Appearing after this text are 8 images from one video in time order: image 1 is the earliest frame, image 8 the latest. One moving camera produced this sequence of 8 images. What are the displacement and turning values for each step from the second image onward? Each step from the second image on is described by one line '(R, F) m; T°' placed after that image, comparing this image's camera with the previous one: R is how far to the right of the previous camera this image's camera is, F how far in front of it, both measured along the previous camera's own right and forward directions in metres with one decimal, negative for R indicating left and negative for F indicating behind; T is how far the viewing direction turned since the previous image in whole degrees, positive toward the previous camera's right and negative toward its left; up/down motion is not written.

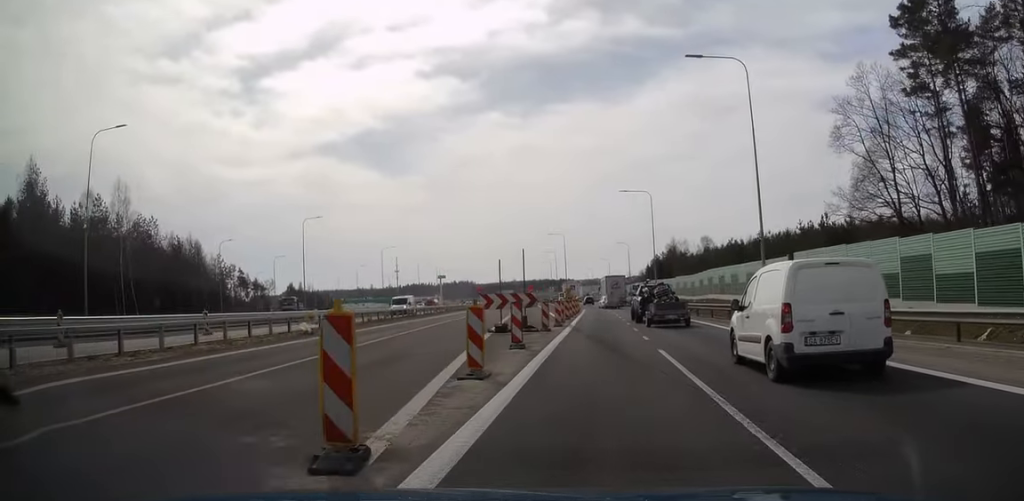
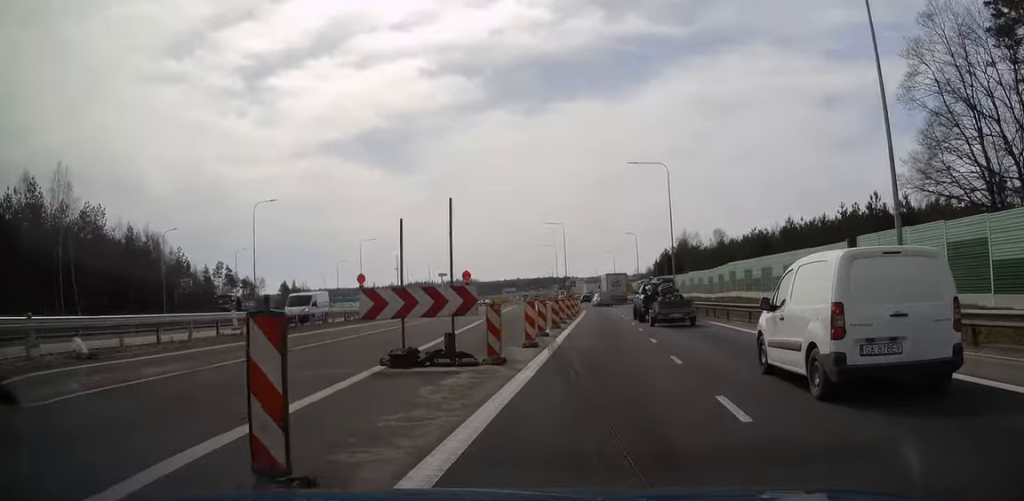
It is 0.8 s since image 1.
(-0.1, +13.9) m; 0°
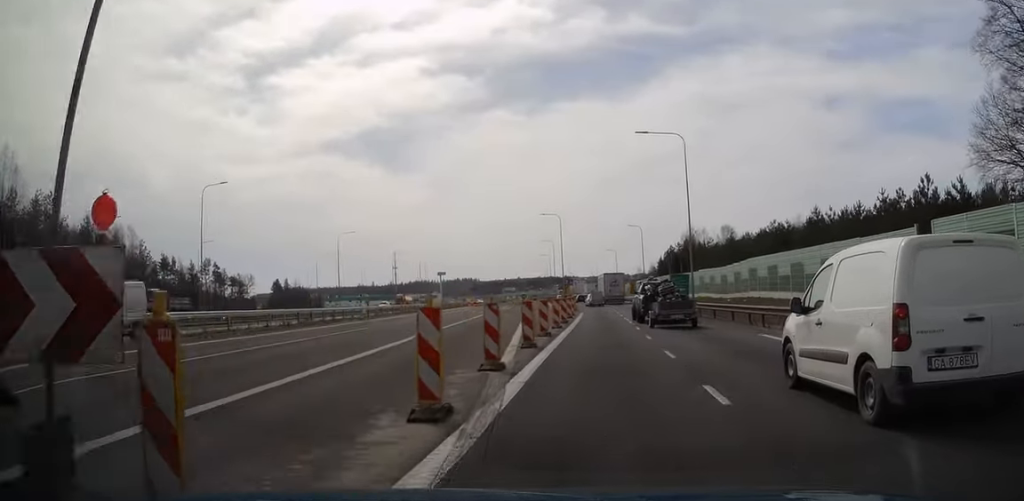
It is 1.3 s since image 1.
(0.0, +10.7) m; 0°
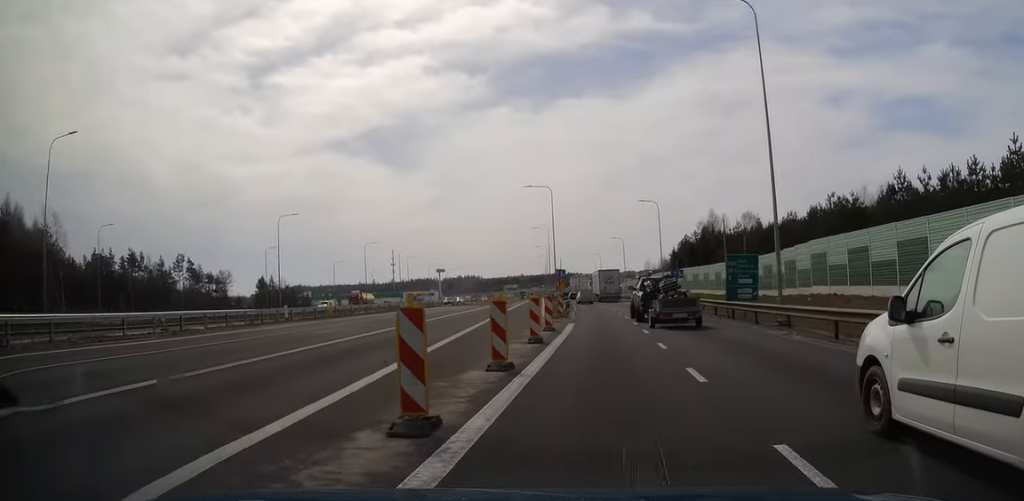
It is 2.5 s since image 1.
(-0.1, +21.8) m; -1°
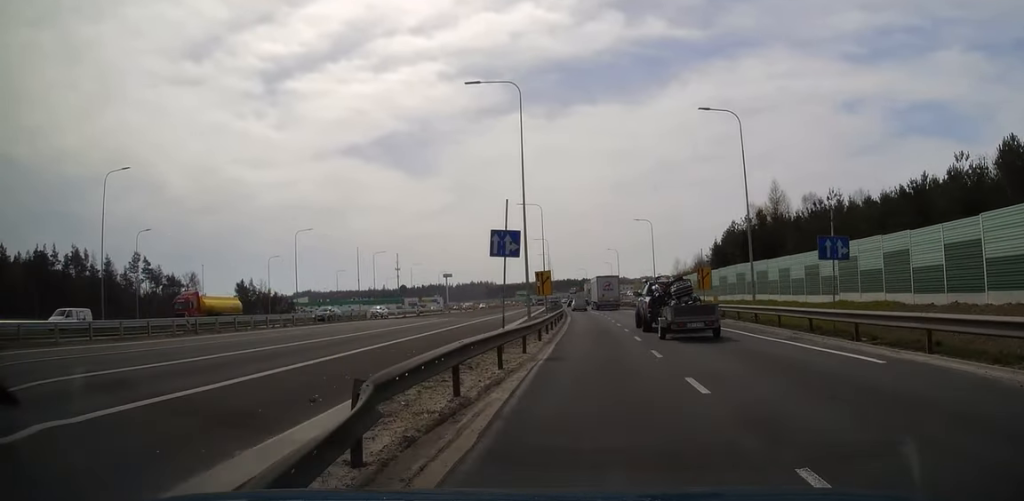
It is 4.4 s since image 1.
(-0.6, +35.9) m; -2°
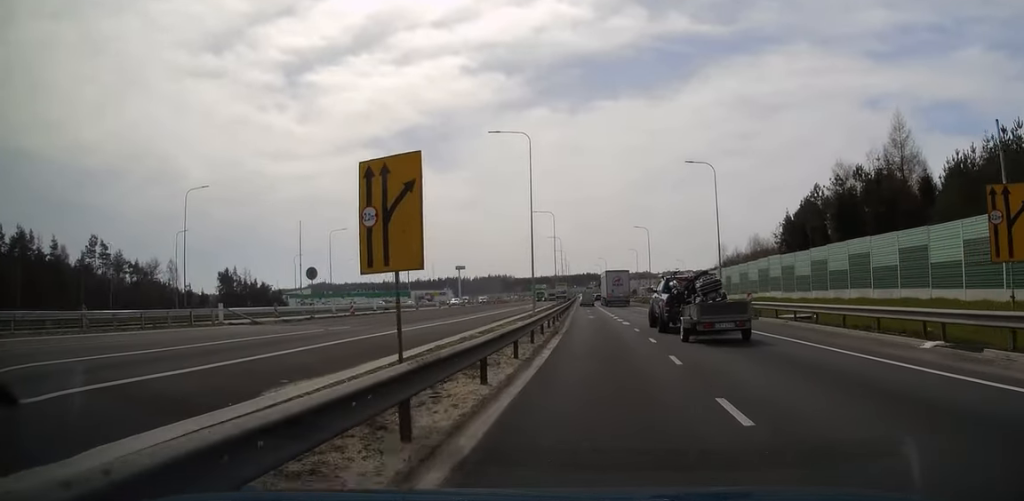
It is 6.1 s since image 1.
(-0.4, +31.7) m; -1°
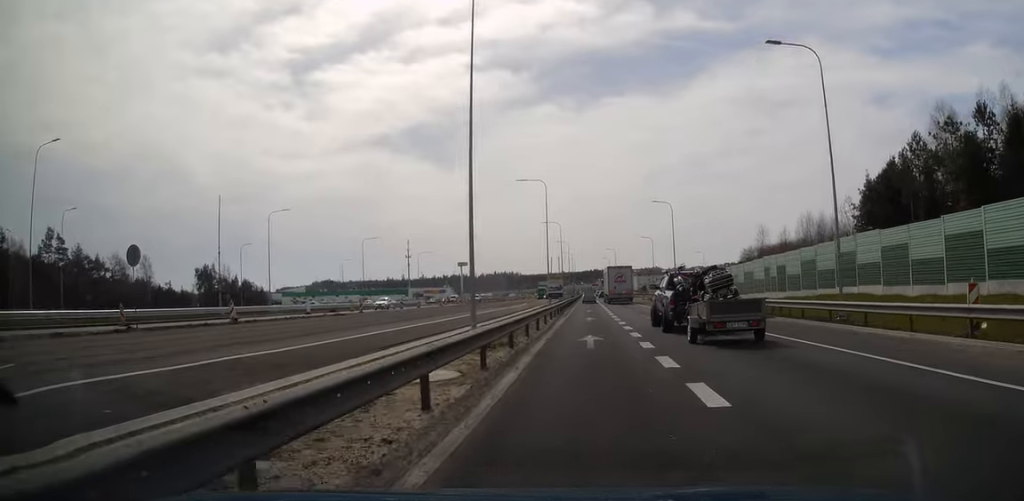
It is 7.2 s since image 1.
(-0.2, +22.4) m; -1°
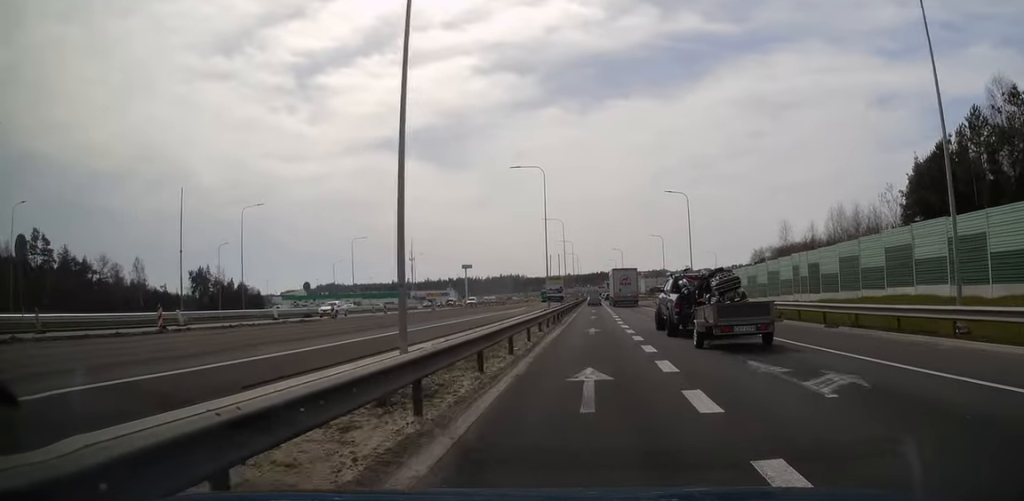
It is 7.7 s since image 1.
(0.0, +8.2) m; 0°
